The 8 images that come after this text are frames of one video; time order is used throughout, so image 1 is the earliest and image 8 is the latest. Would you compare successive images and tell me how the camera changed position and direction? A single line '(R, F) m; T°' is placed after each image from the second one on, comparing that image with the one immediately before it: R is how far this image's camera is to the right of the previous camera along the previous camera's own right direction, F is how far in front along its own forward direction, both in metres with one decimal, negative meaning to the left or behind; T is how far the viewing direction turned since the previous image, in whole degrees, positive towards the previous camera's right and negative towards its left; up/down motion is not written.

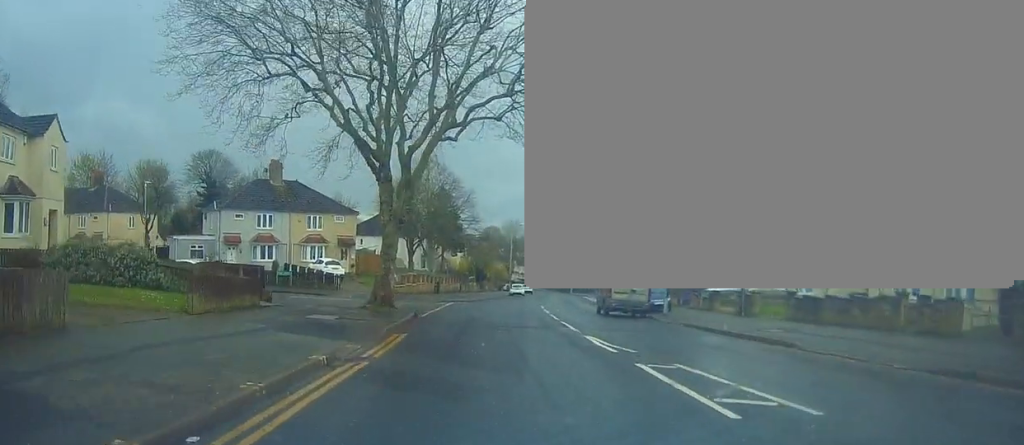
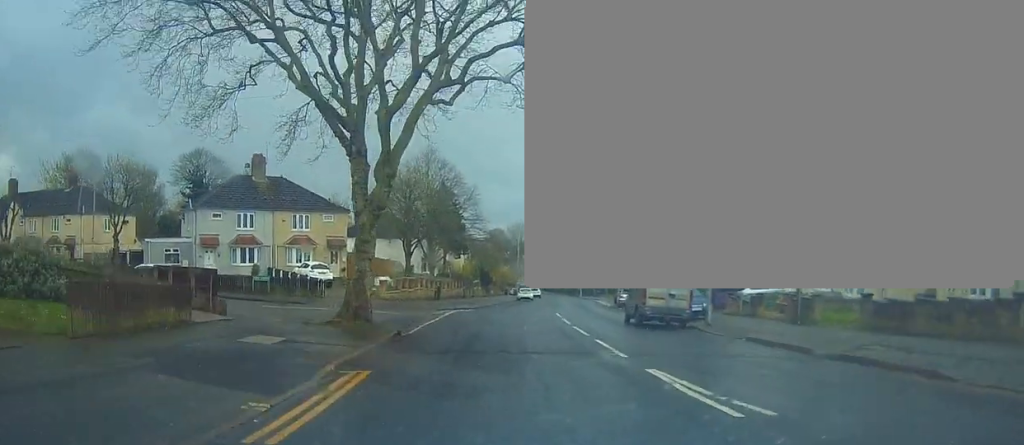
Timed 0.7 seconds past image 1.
(0.0, +5.4) m; -1°
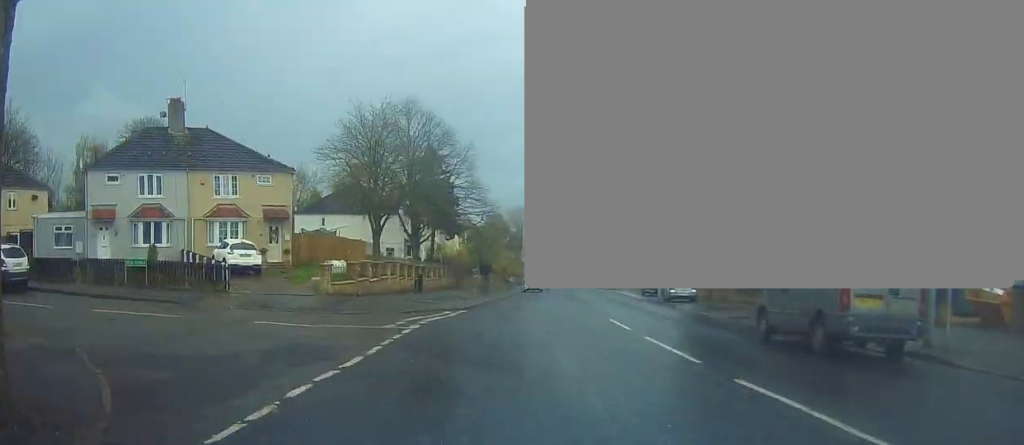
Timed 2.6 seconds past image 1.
(-0.3, +14.2) m; -1°
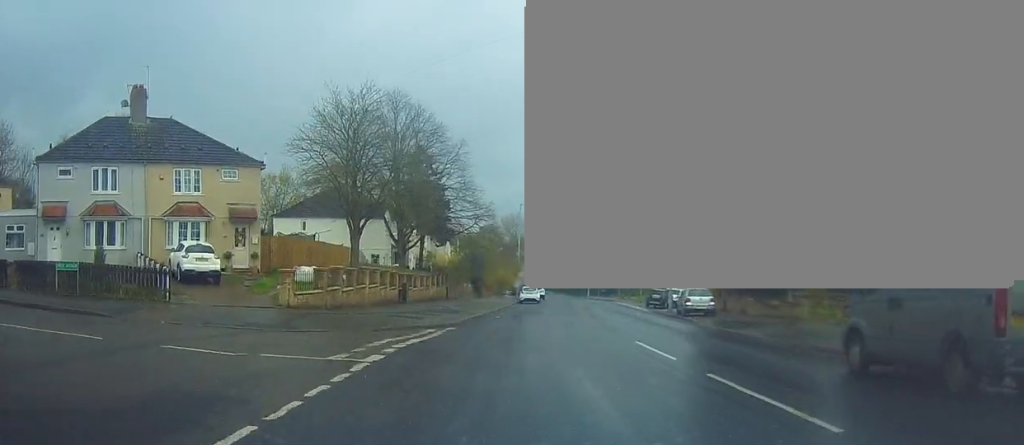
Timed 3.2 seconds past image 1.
(-0.2, +4.4) m; +1°
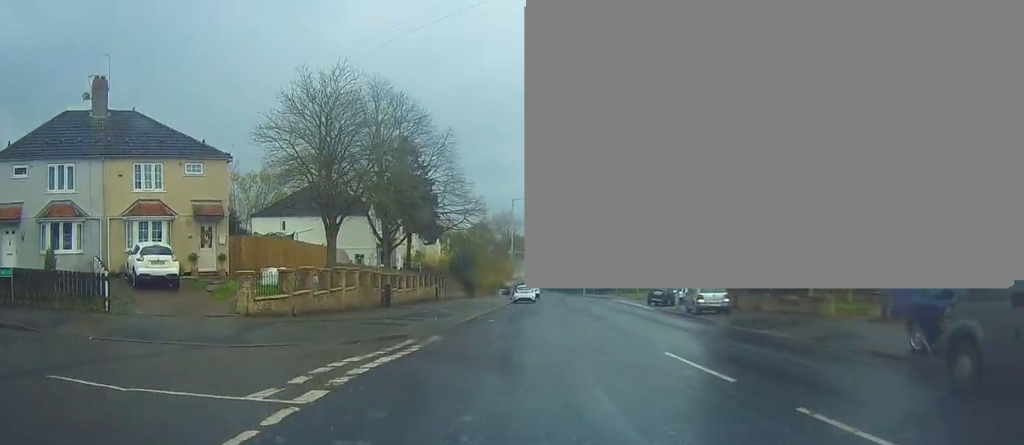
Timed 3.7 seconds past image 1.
(+0.2, +3.2) m; +1°
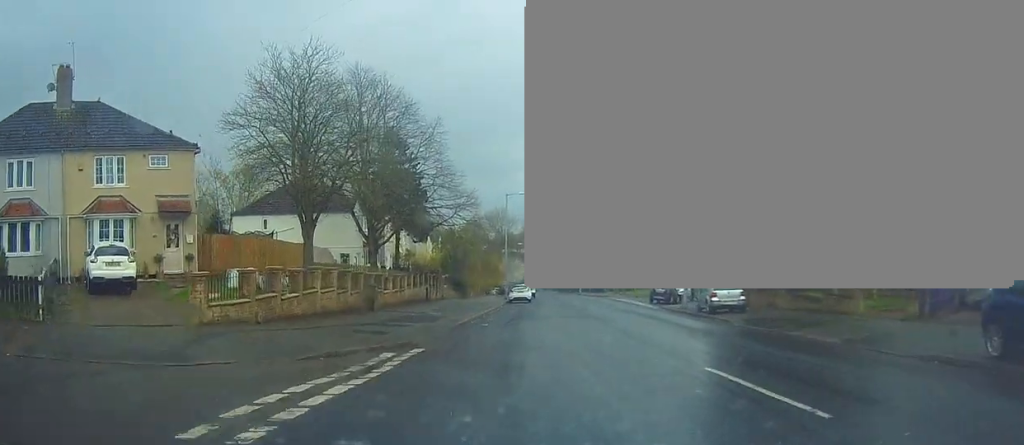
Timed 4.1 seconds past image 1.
(+0.2, +3.0) m; +1°
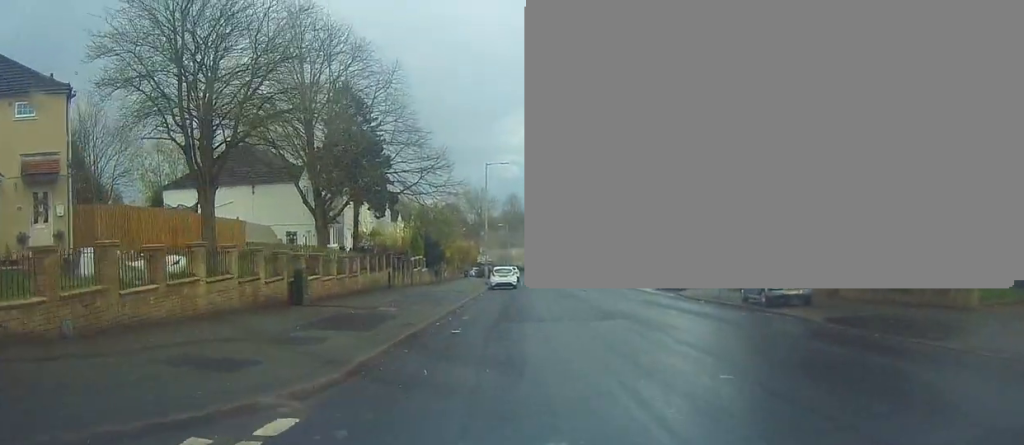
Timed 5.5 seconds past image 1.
(-0.1, +8.4) m; +1°
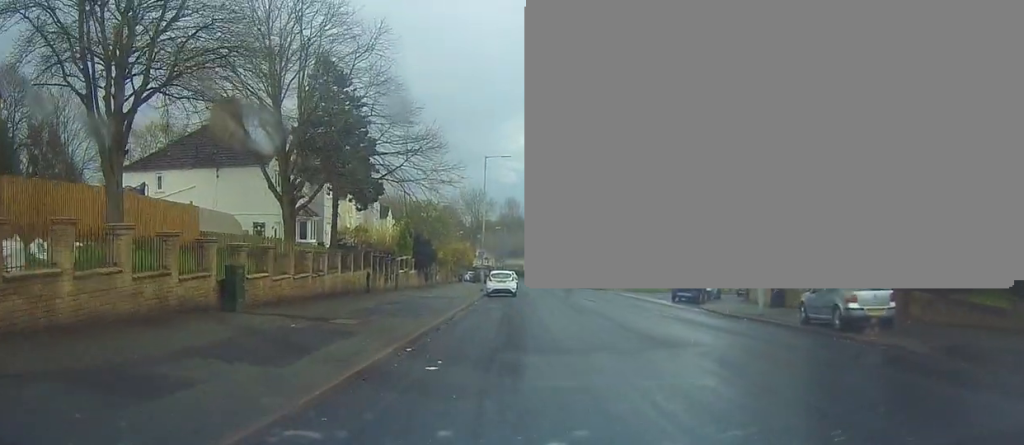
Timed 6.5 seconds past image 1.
(+0.2, +5.1) m; +2°
